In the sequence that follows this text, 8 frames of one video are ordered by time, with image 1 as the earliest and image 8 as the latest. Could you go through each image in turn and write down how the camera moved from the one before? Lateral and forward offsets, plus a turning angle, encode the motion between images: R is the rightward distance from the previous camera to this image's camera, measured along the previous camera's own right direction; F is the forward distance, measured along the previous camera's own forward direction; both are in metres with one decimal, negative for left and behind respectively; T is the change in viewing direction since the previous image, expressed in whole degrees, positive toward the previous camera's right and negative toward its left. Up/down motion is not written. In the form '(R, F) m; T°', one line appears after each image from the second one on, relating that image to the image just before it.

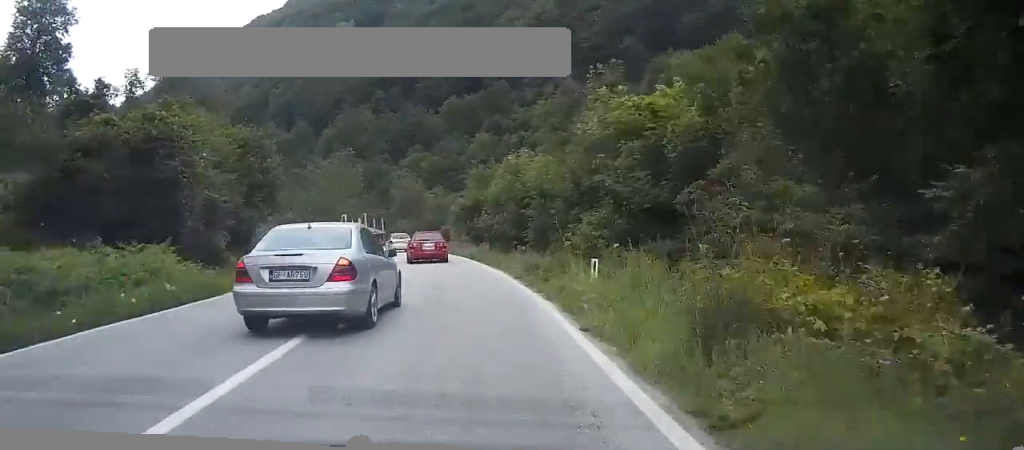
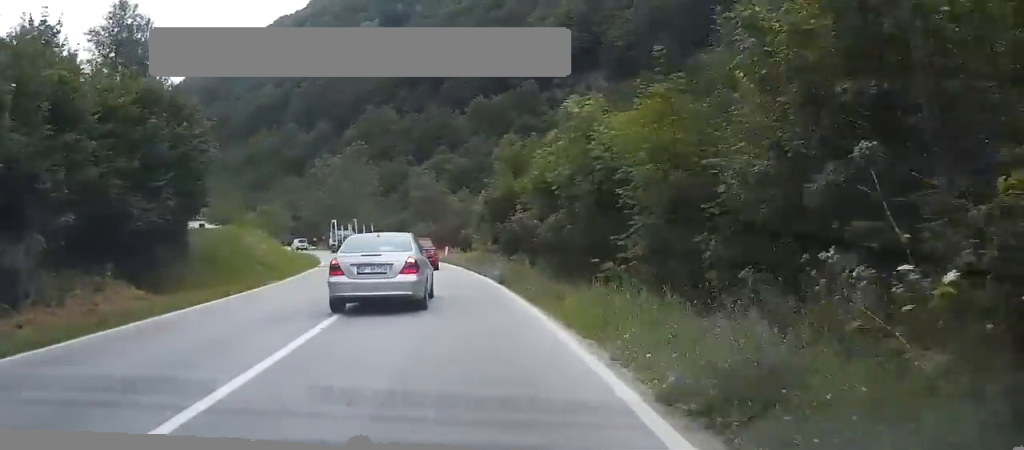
(-0.2, +13.9) m; -1°
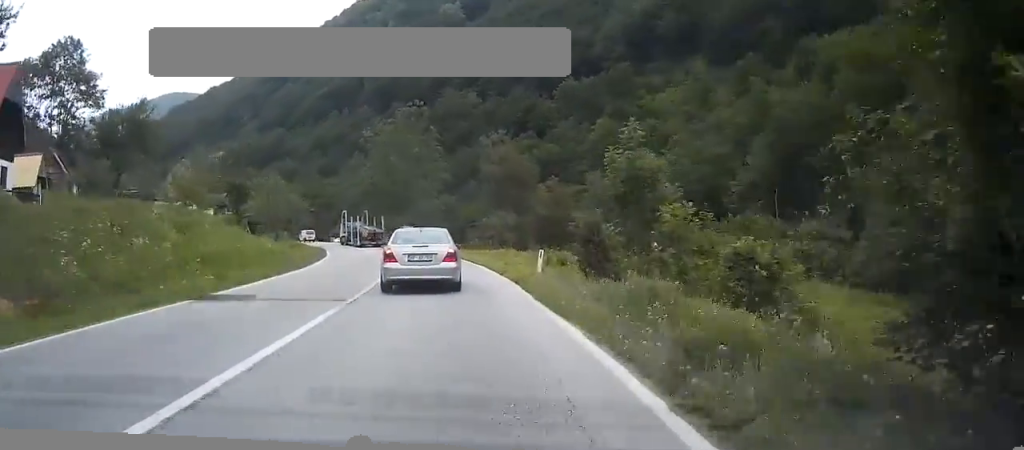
(-0.3, +27.3) m; -4°
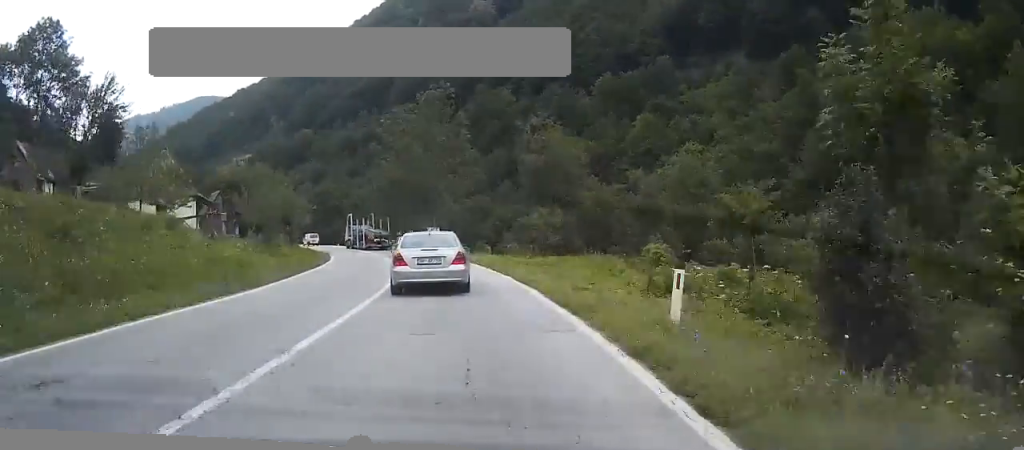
(-0.5, +11.1) m; -4°
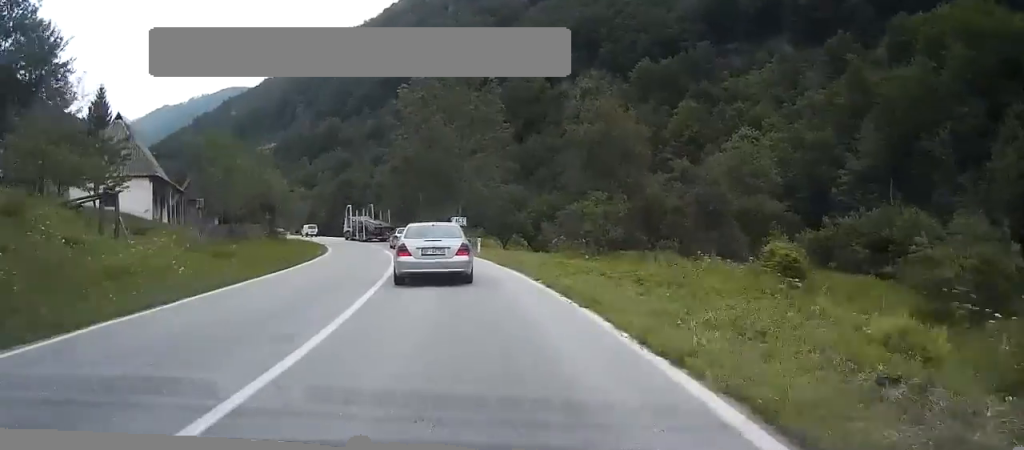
(-0.4, +12.3) m; -4°
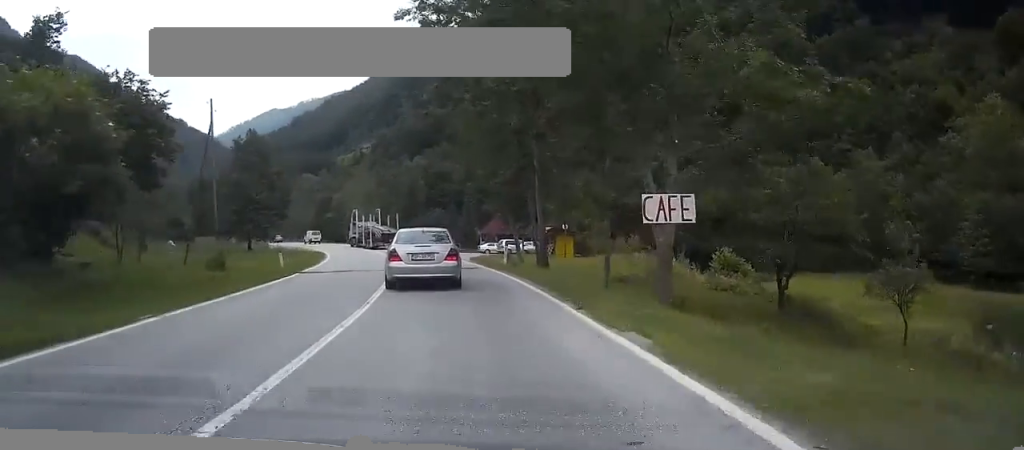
(-3.8, +40.4) m; -10°
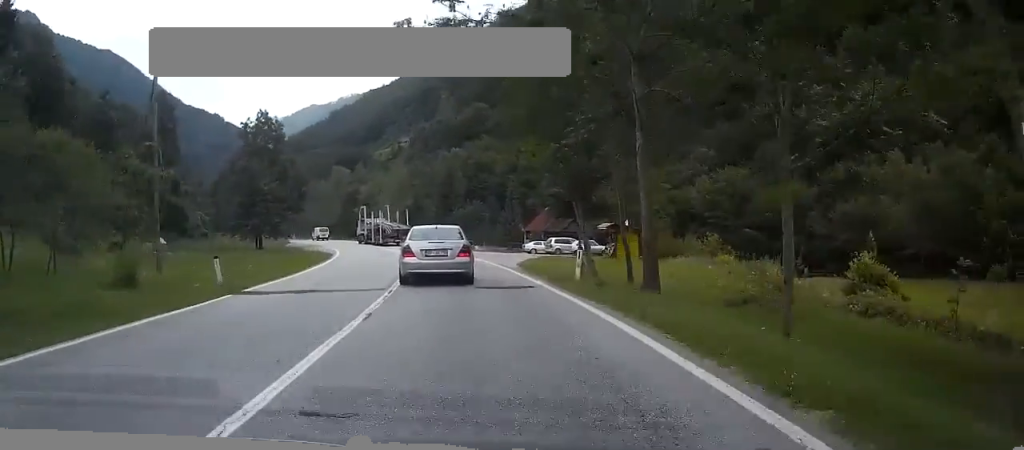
(-0.3, +11.6) m; -3°
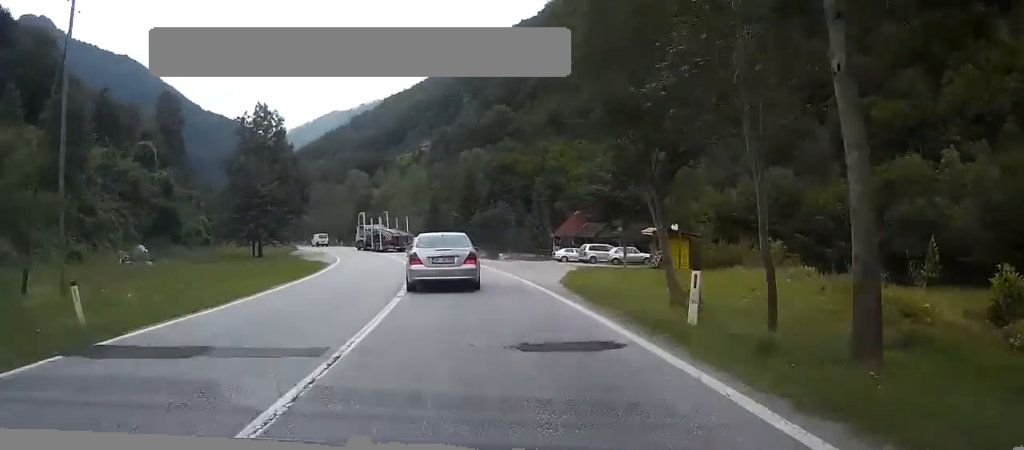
(-0.2, +8.1) m; -2°
